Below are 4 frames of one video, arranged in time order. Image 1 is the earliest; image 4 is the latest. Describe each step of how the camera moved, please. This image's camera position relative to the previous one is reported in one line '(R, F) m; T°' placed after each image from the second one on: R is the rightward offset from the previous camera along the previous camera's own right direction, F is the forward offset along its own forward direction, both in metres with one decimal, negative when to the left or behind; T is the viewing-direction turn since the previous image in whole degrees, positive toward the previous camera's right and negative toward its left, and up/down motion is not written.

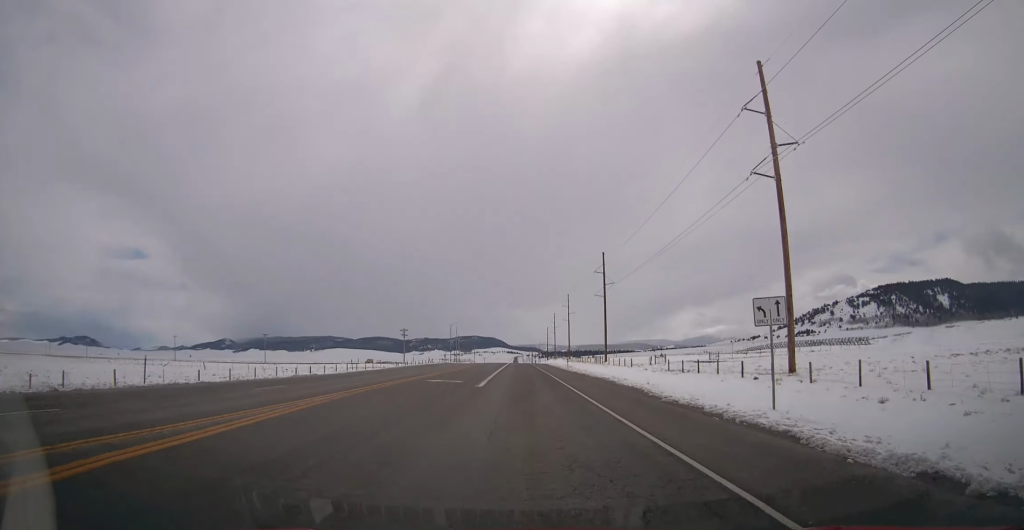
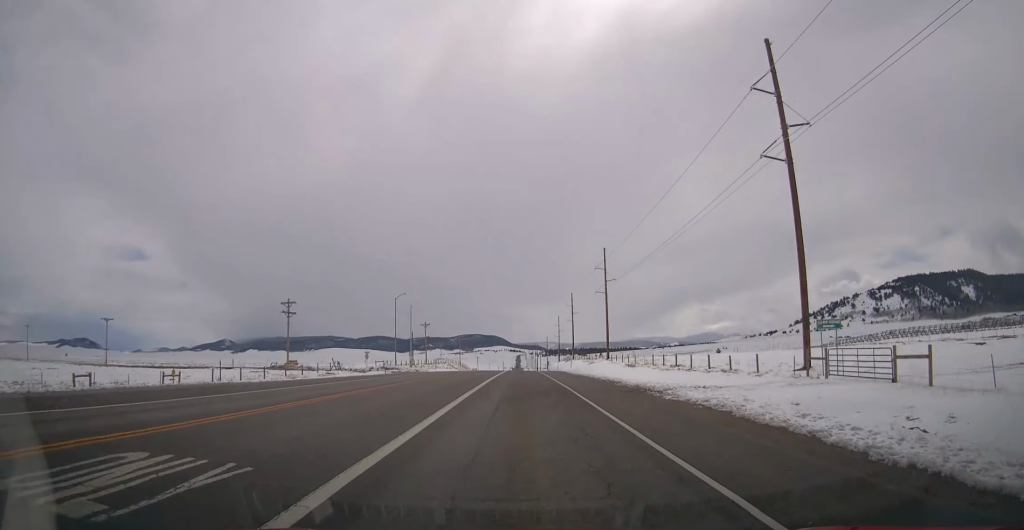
(0.0, +86.4) m; -1°
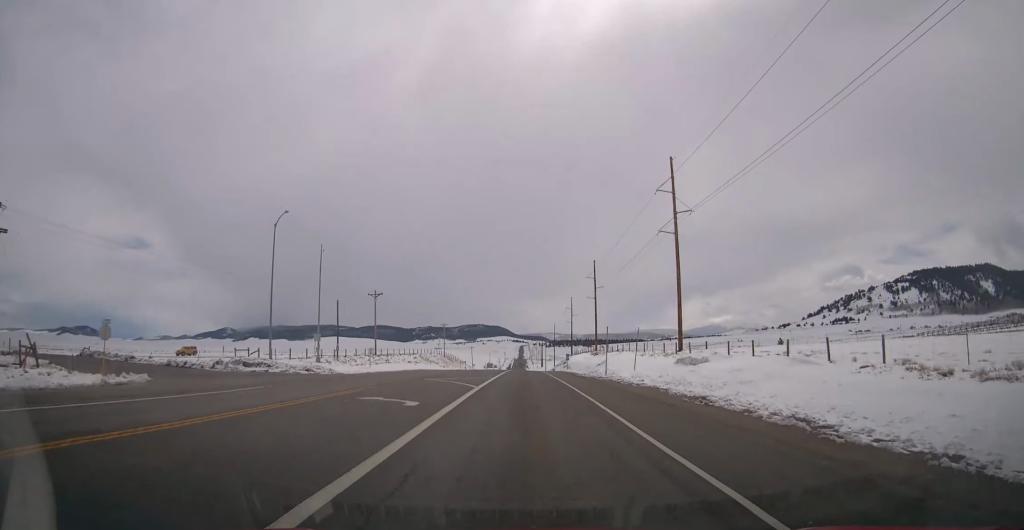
(-0.4, +53.1) m; 0°
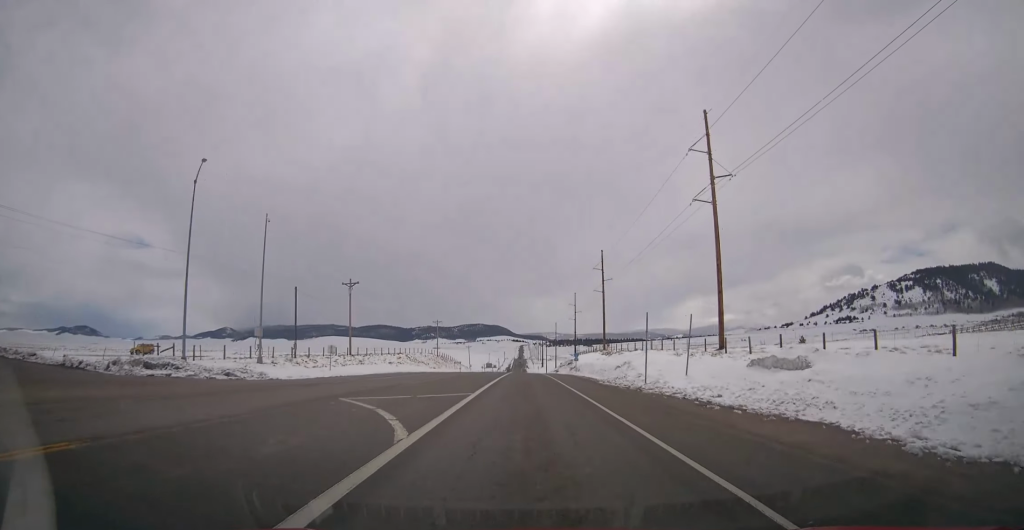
(+0.1, +13.0) m; 0°
